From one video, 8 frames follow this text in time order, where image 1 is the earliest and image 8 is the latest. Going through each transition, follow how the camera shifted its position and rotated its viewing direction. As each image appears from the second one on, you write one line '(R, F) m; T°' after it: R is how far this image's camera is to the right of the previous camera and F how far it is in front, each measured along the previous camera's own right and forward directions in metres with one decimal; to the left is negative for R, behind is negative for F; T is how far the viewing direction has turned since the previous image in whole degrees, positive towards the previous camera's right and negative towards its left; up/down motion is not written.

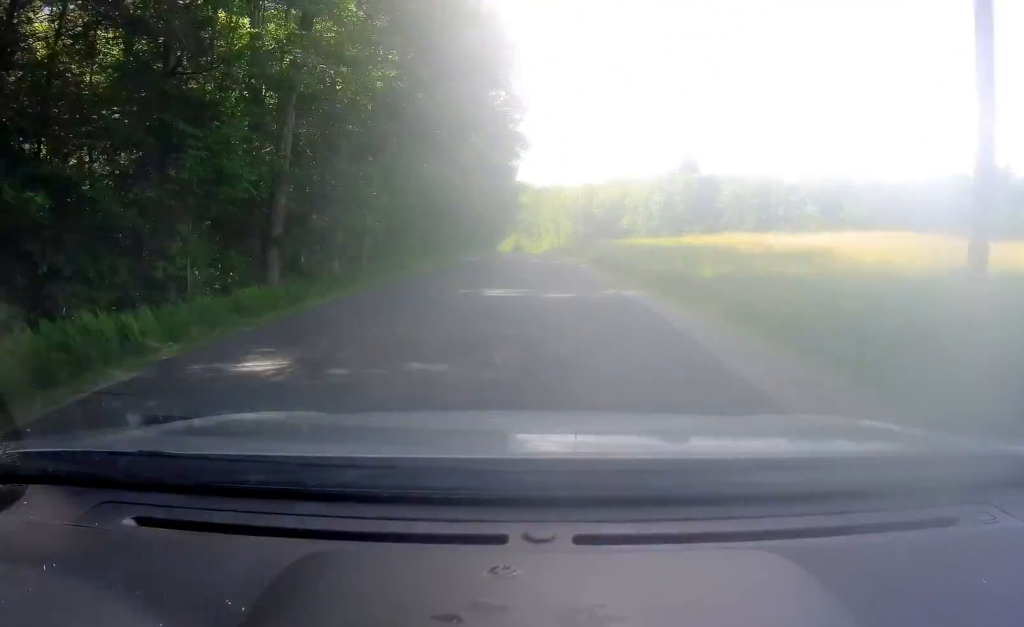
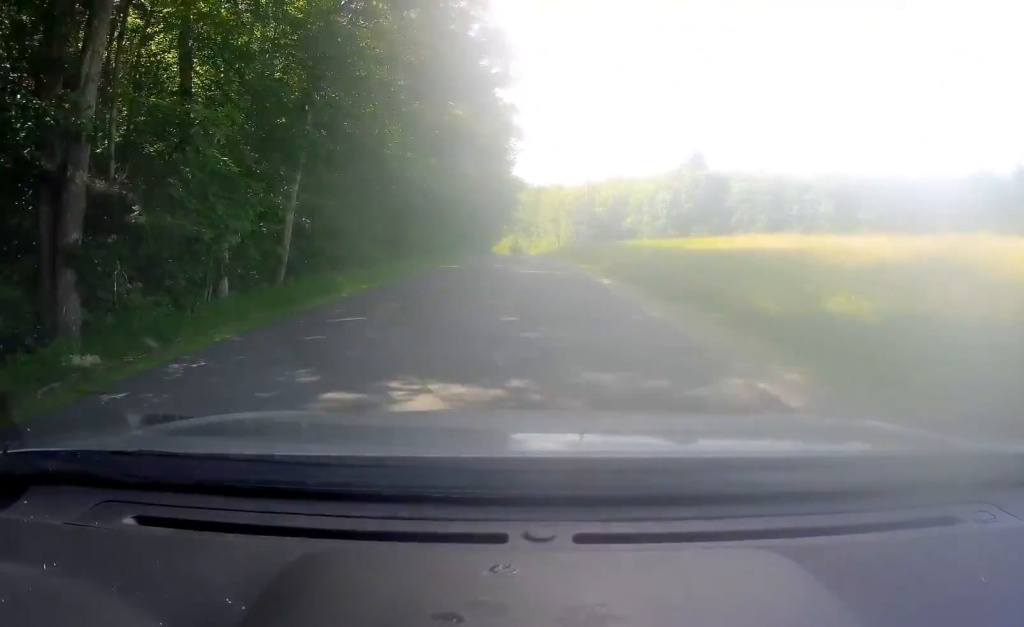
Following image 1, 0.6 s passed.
(+0.1, +10.6) m; +1°
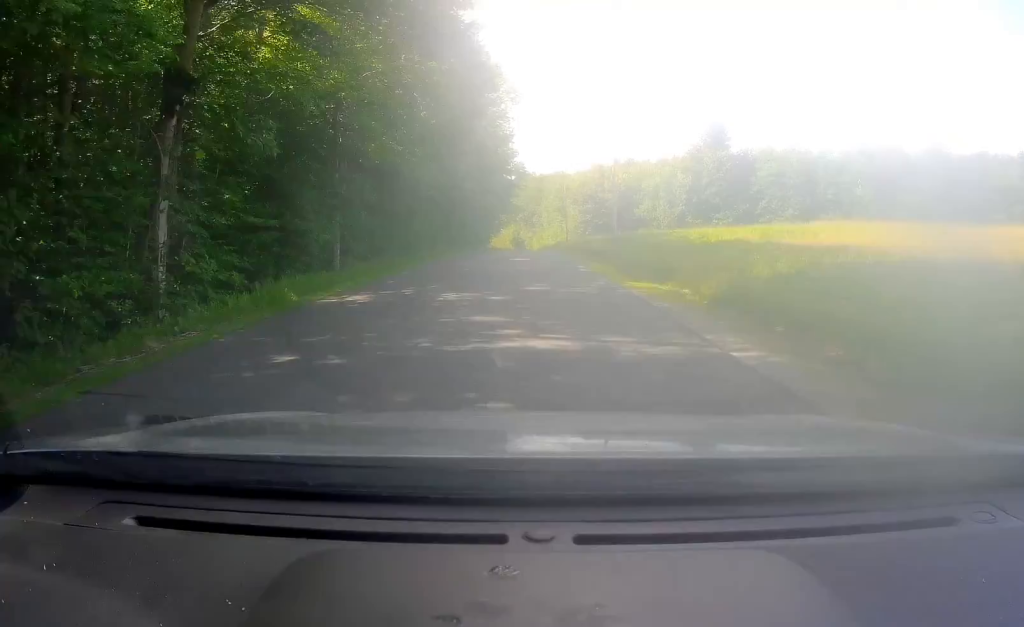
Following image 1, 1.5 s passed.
(+0.3, +17.8) m; +1°
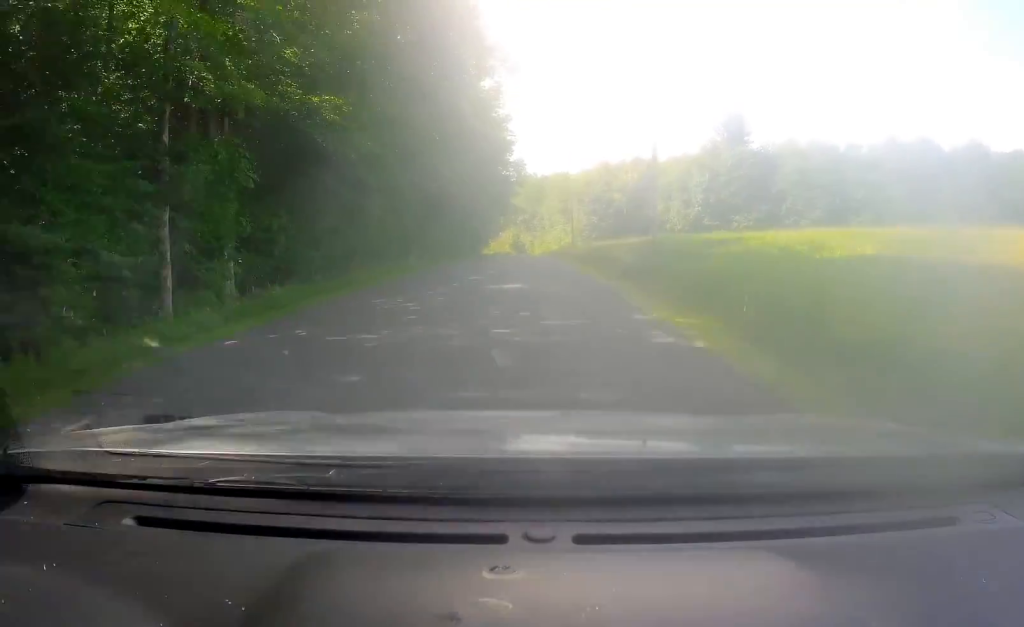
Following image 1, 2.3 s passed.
(+0.1, +13.2) m; 0°
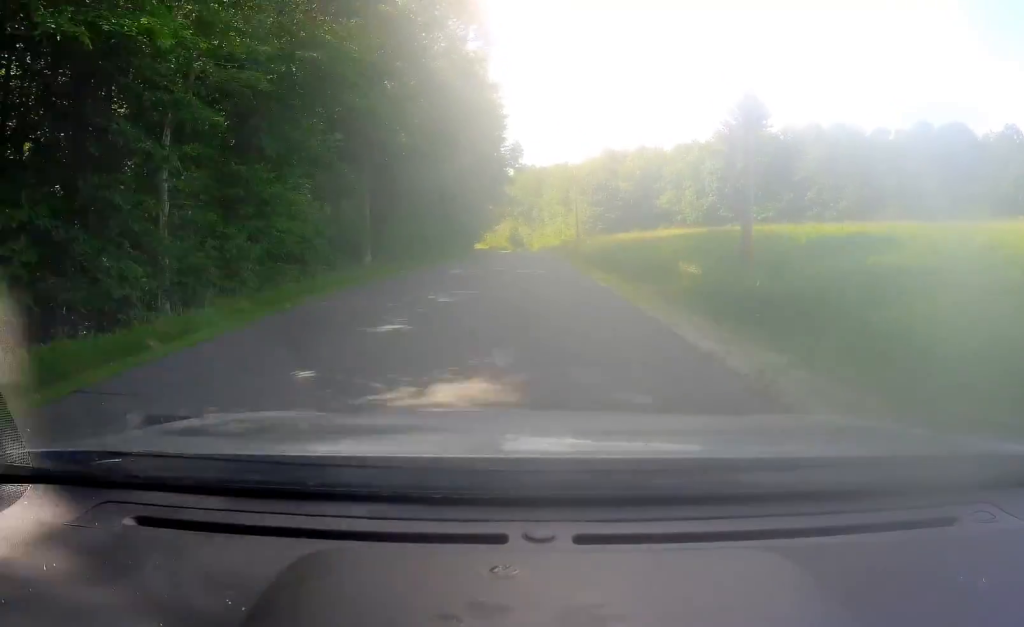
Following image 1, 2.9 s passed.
(-0.1, +12.0) m; 0°
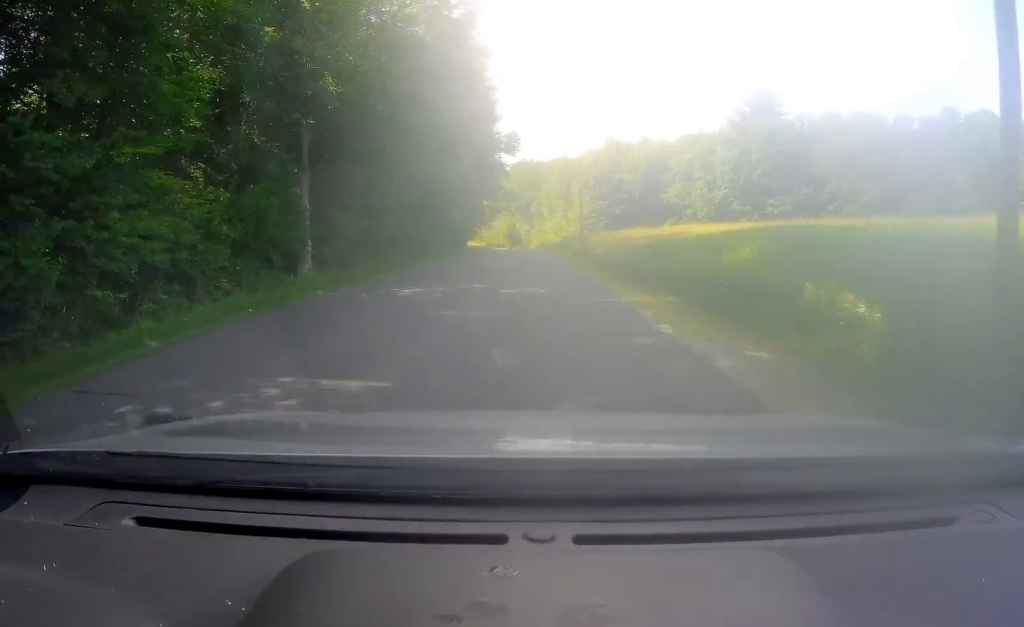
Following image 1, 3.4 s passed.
(0.0, +9.0) m; 0°
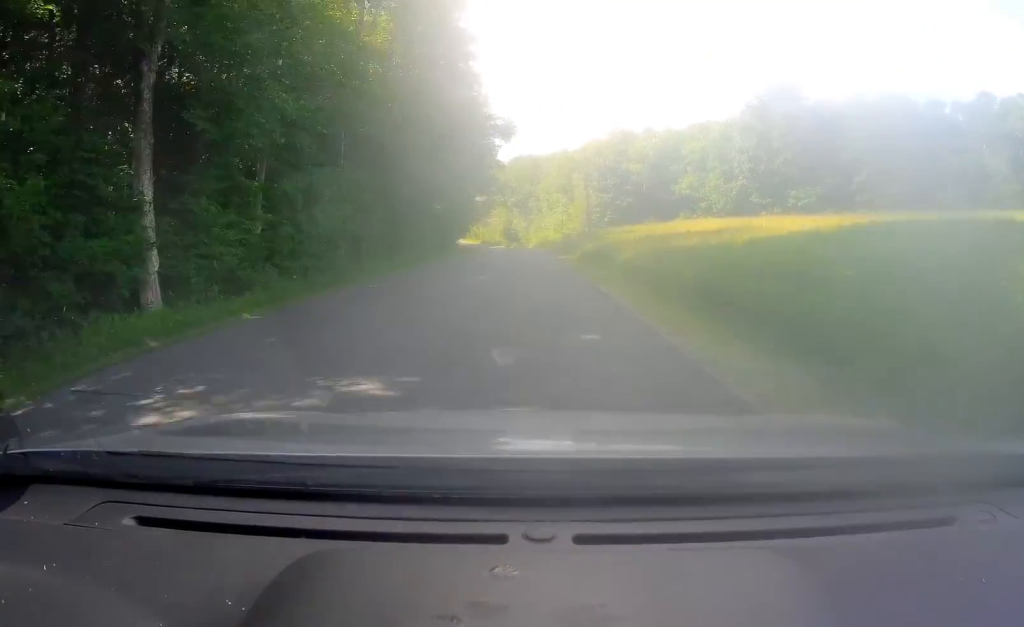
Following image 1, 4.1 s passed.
(0.0, +11.5) m; 0°
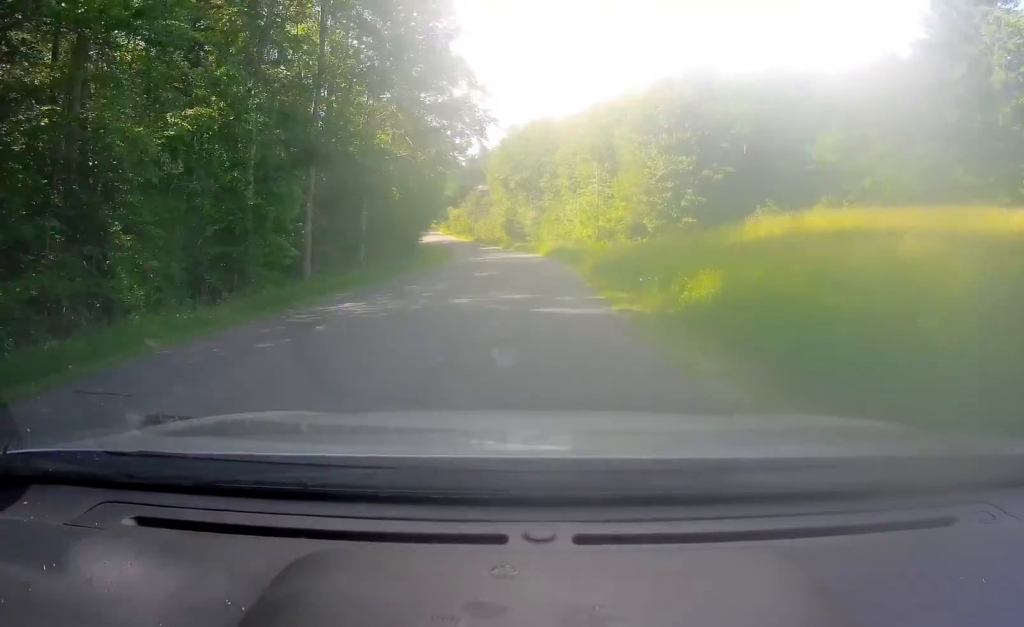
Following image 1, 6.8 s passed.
(-0.7, +49.2) m; -1°
